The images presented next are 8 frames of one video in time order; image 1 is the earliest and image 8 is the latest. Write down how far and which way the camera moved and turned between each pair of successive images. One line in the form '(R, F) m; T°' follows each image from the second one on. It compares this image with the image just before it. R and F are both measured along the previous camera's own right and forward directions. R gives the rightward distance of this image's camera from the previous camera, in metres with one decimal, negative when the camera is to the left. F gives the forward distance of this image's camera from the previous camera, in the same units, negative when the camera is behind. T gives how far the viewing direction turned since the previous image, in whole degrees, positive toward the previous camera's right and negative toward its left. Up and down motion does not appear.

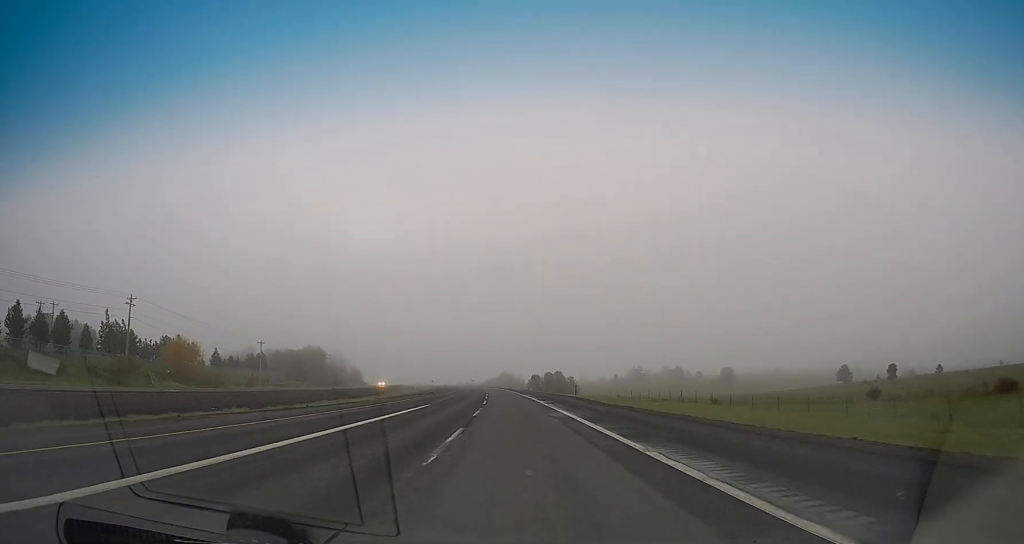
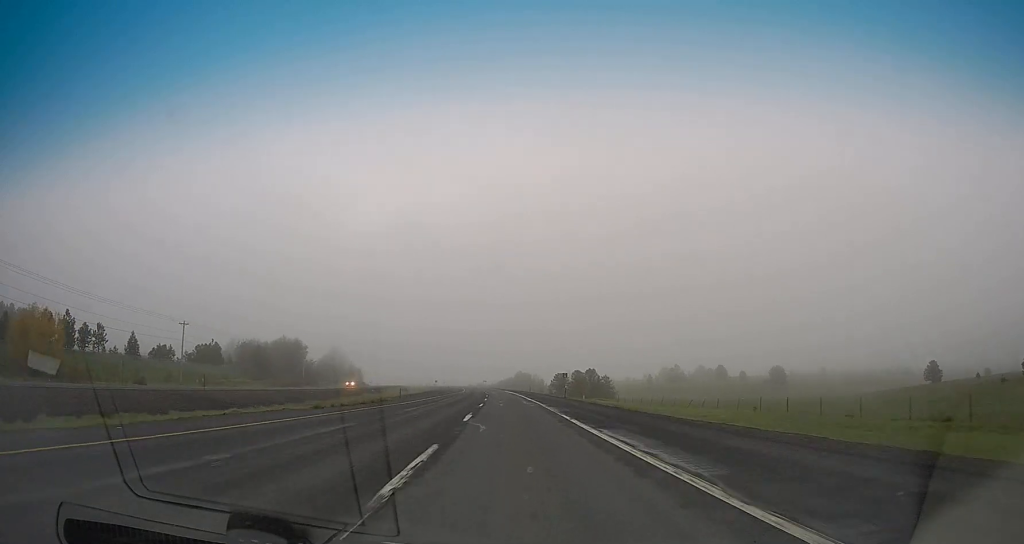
(-1.2, +49.9) m; -2°
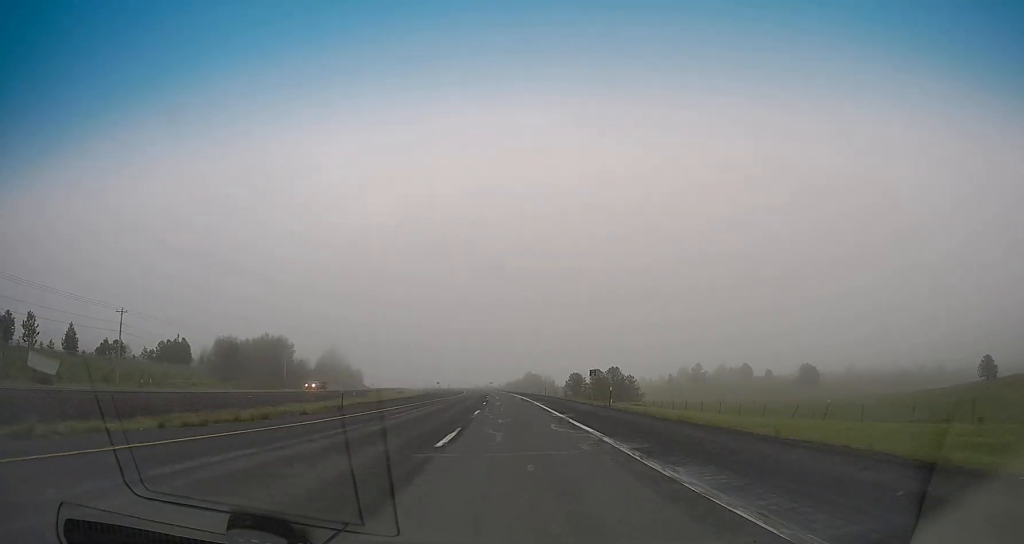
(0.0, +24.4) m; 0°
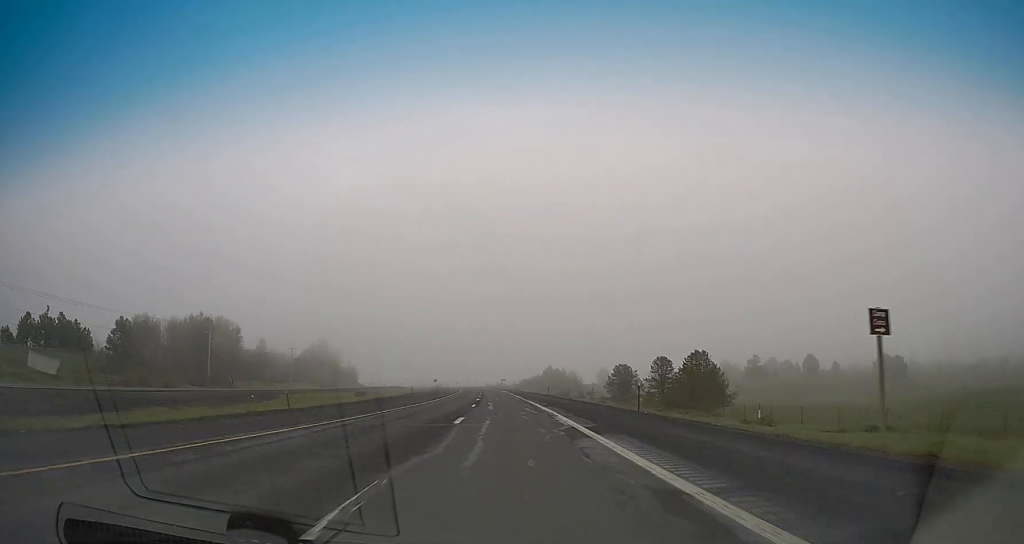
(-0.4, +55.8) m; -2°
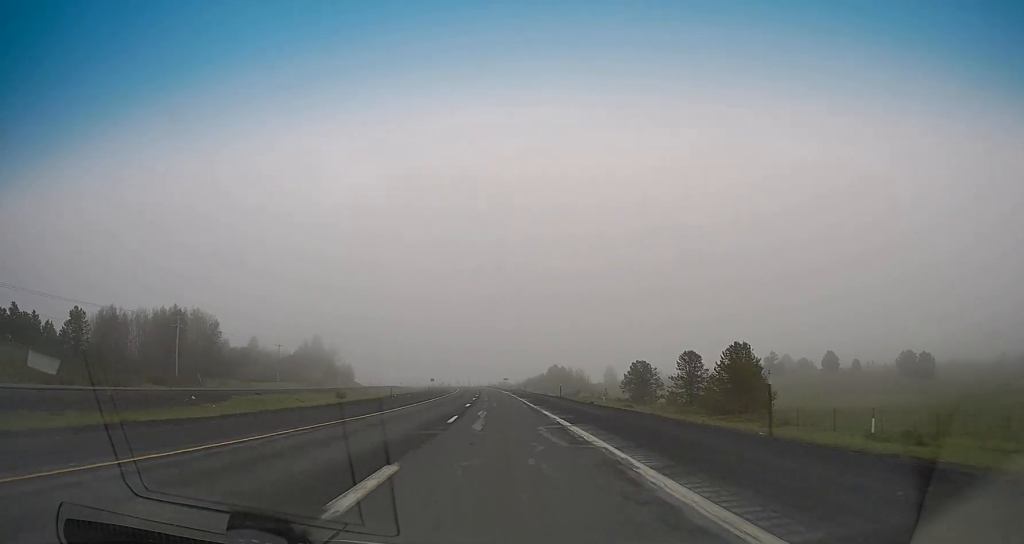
(-0.1, +14.6) m; -1°
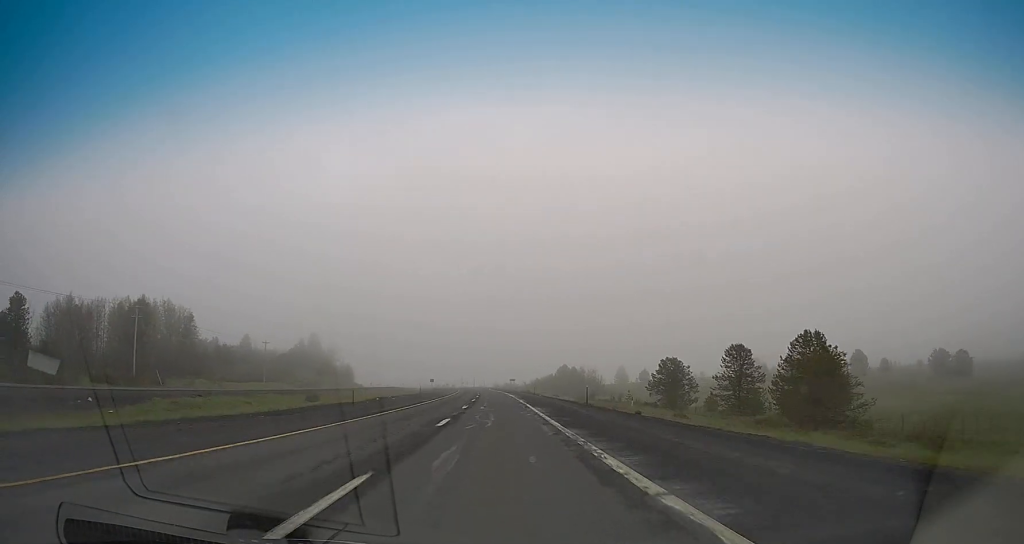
(-0.1, +16.6) m; -1°
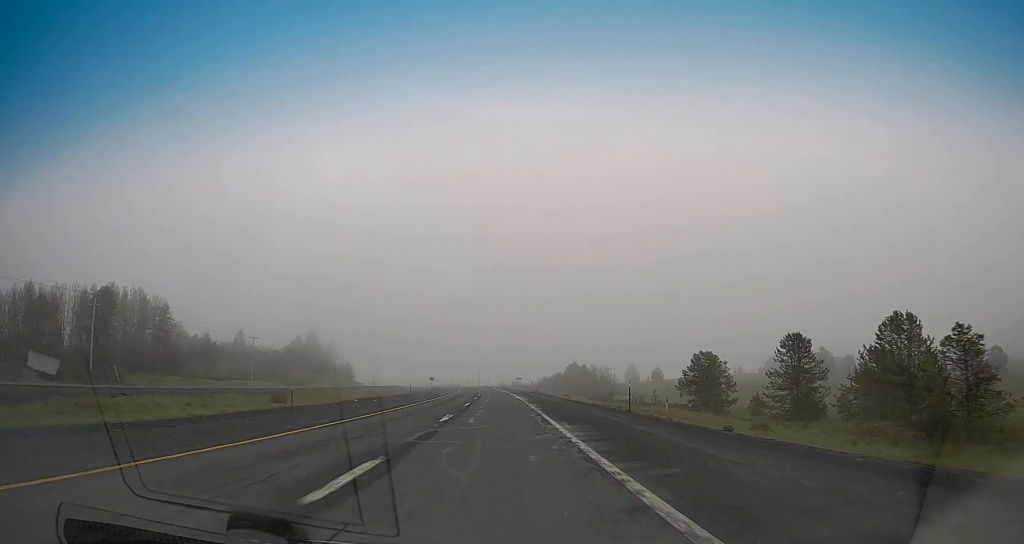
(0.0, +13.7) m; -1°
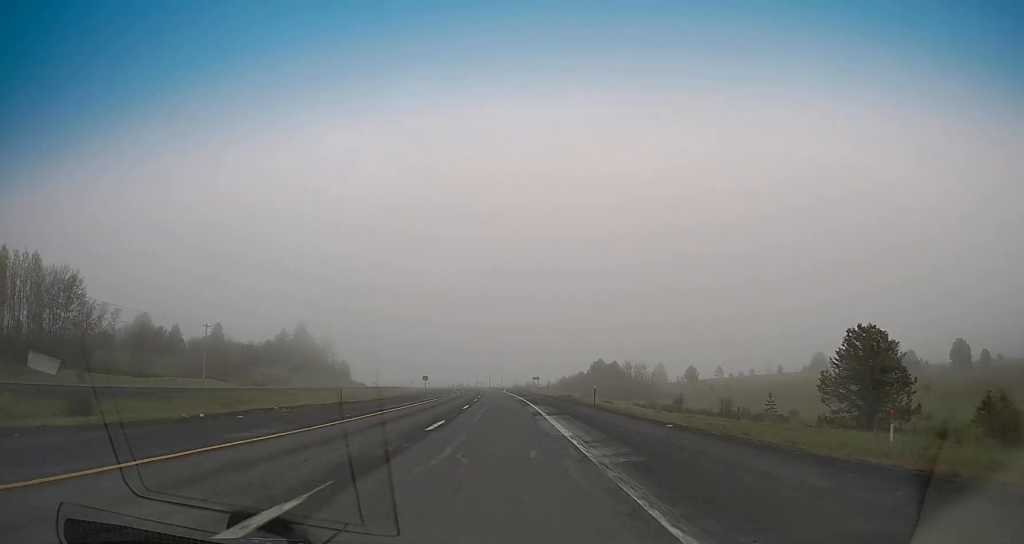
(-0.6, +35.1) m; -1°
